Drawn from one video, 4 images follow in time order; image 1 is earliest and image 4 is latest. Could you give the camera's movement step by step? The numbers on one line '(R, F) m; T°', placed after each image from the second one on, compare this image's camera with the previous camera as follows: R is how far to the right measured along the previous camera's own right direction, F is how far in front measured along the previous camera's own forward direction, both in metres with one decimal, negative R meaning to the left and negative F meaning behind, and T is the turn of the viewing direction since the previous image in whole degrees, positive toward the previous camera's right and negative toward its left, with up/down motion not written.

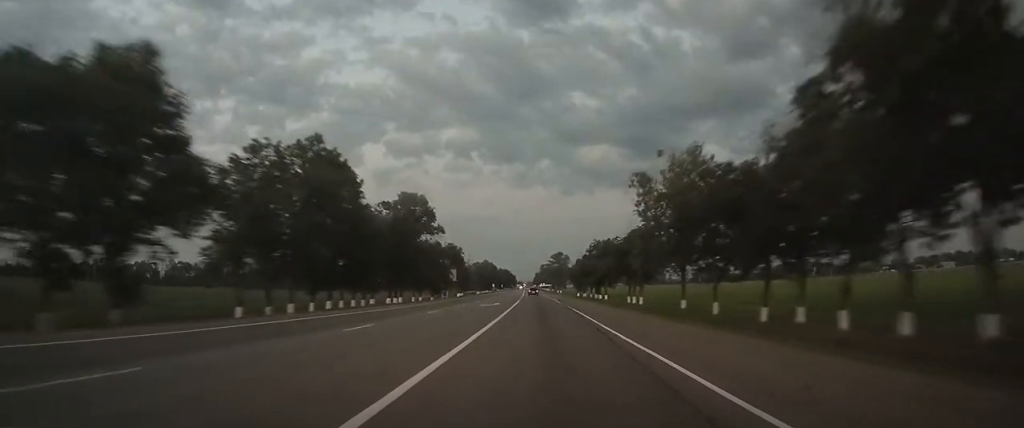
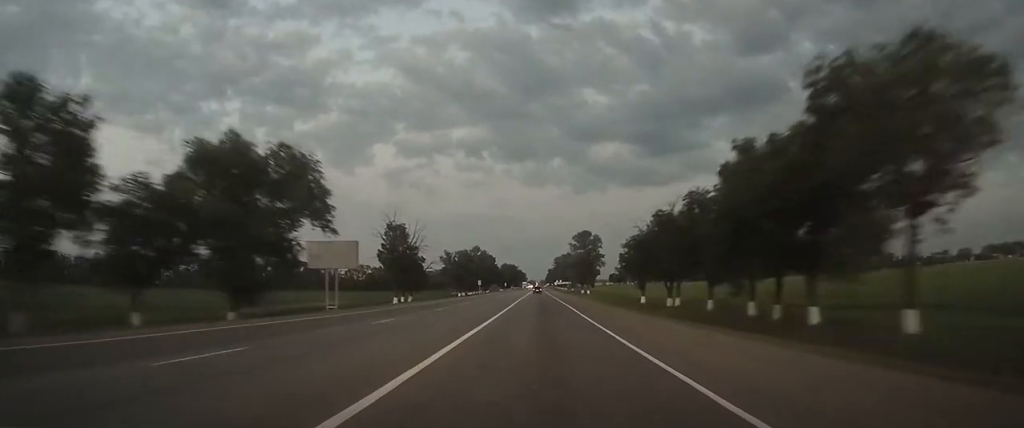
(-0.7, +92.2) m; -1°
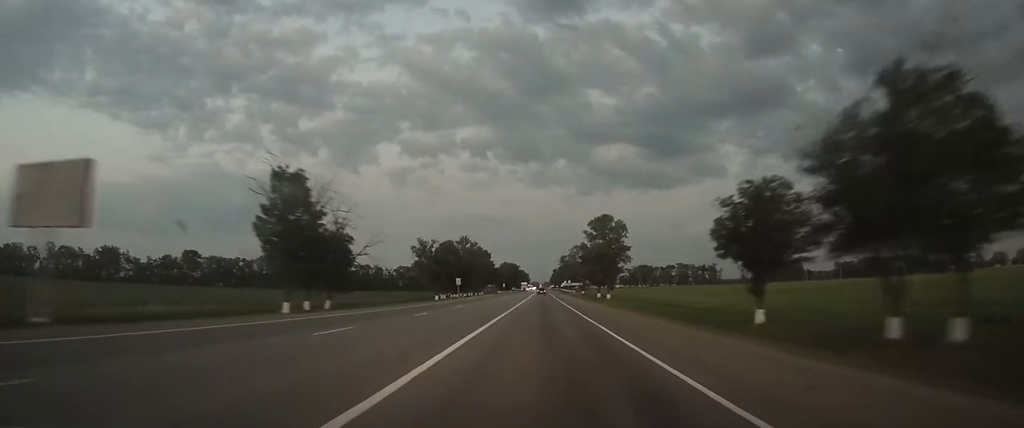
(-0.1, +41.7) m; 0°
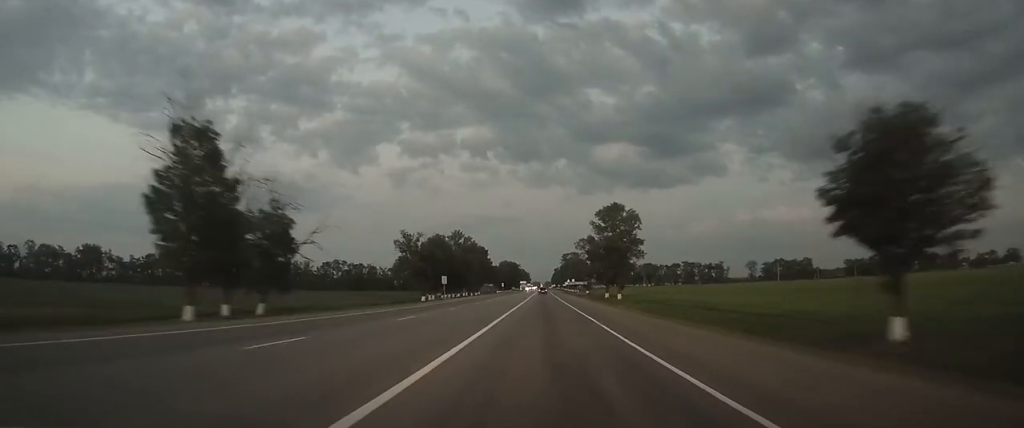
(0.0, +15.6) m; 0°
